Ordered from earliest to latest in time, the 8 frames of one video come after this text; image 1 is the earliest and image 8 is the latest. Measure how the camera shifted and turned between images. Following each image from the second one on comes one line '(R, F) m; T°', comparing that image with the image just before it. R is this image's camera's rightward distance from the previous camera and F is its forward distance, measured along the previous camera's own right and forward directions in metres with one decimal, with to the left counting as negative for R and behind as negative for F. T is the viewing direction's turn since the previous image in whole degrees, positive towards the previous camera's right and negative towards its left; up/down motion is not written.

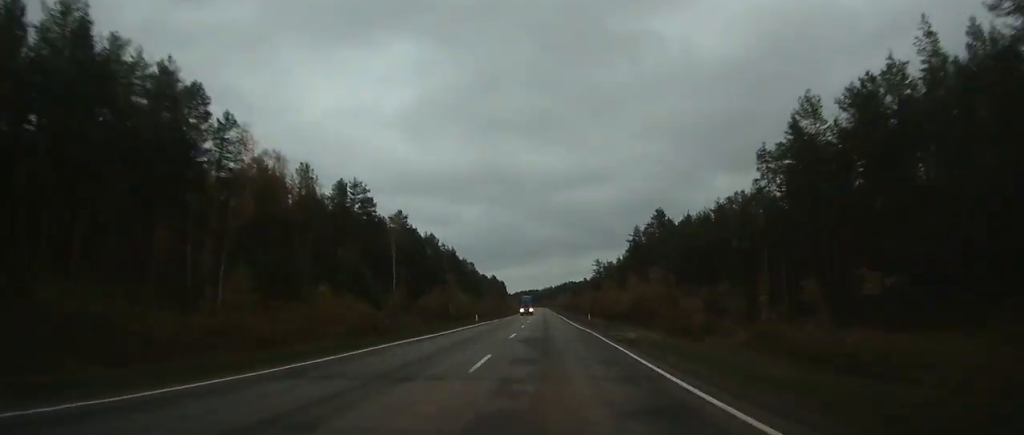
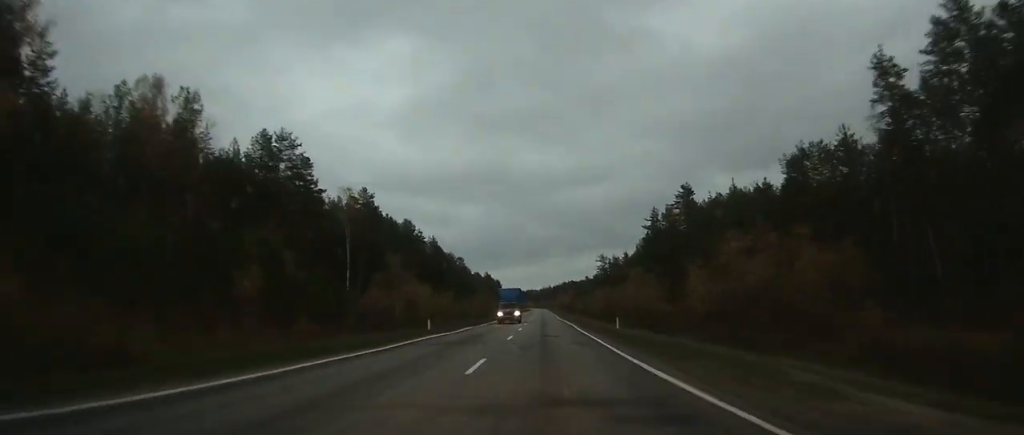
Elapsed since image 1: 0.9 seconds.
(0.0, +24.3) m; 0°
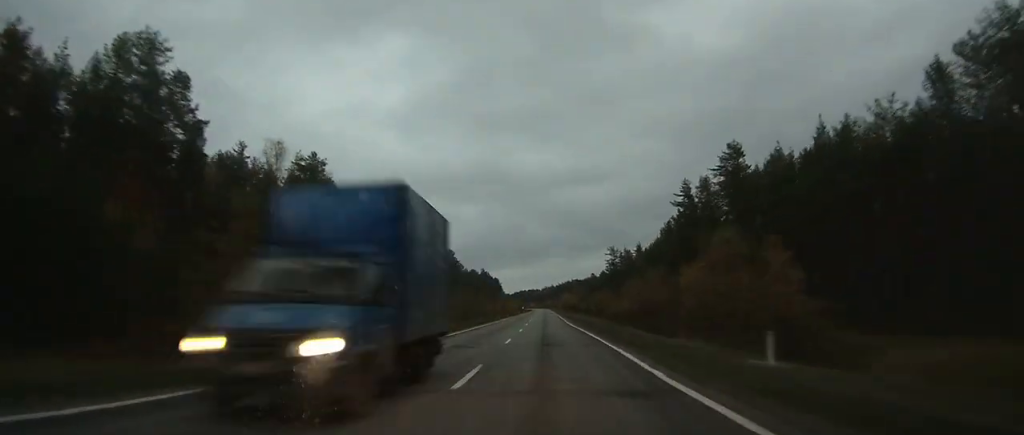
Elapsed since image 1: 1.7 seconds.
(-0.1, +24.4) m; 0°
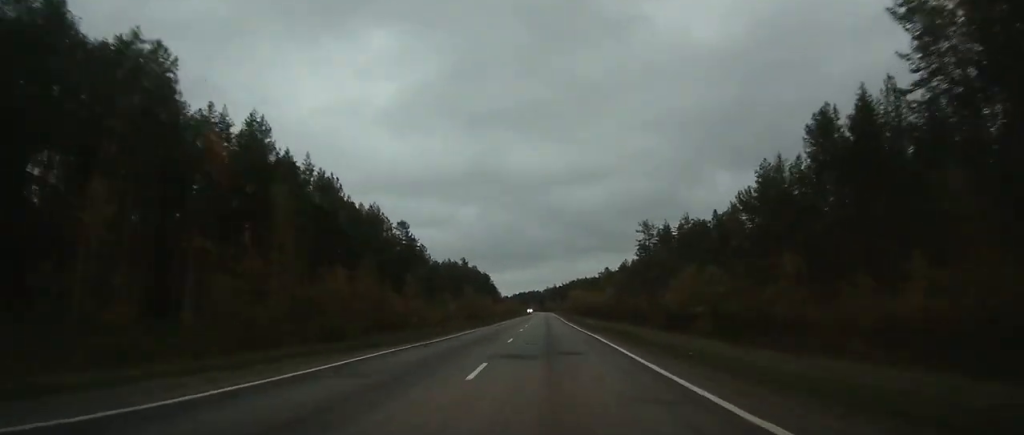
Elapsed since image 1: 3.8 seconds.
(+0.2, +62.4) m; 0°
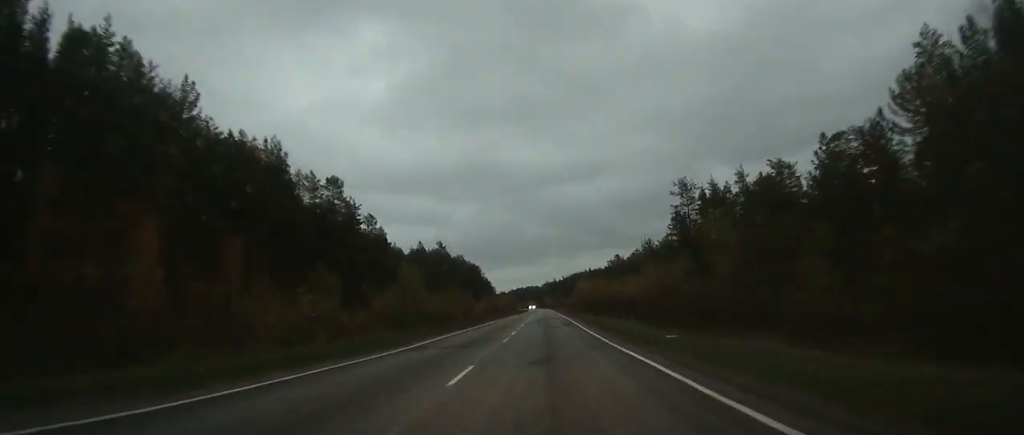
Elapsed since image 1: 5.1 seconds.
(0.0, +38.8) m; 0°
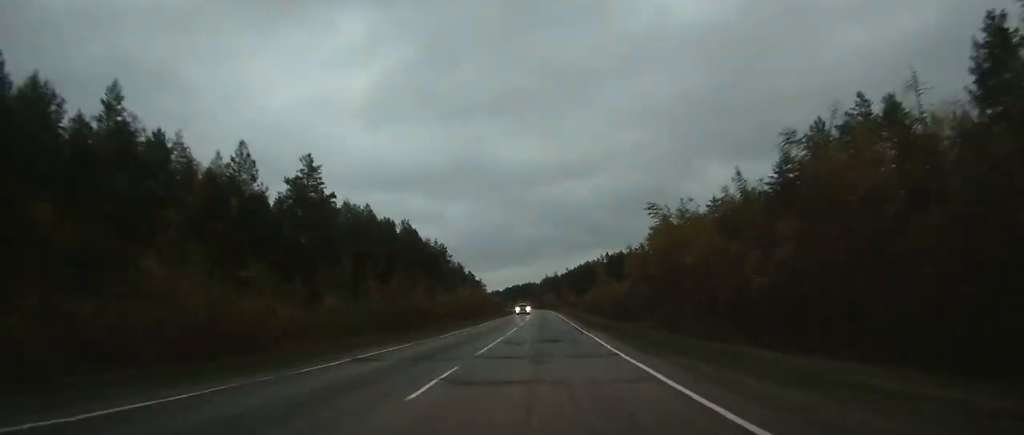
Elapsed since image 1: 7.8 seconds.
(-0.1, +81.5) m; 0°
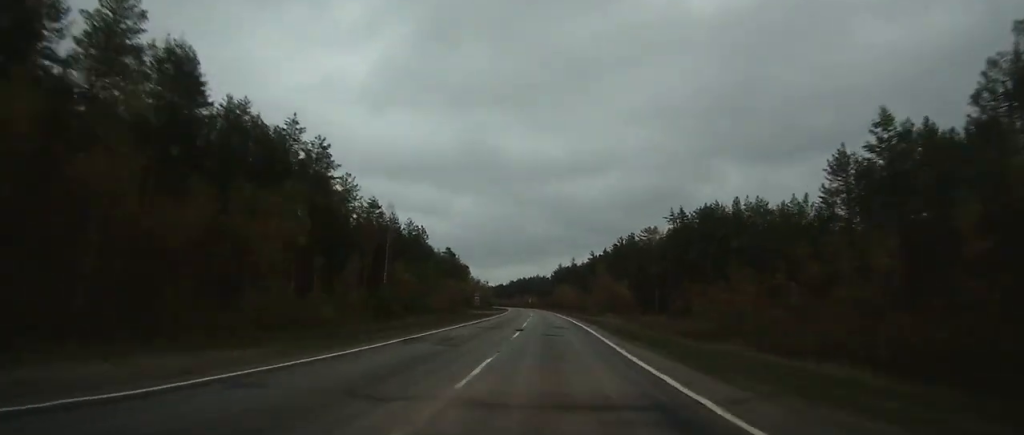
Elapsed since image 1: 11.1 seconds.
(-0.4, +91.1) m; -1°
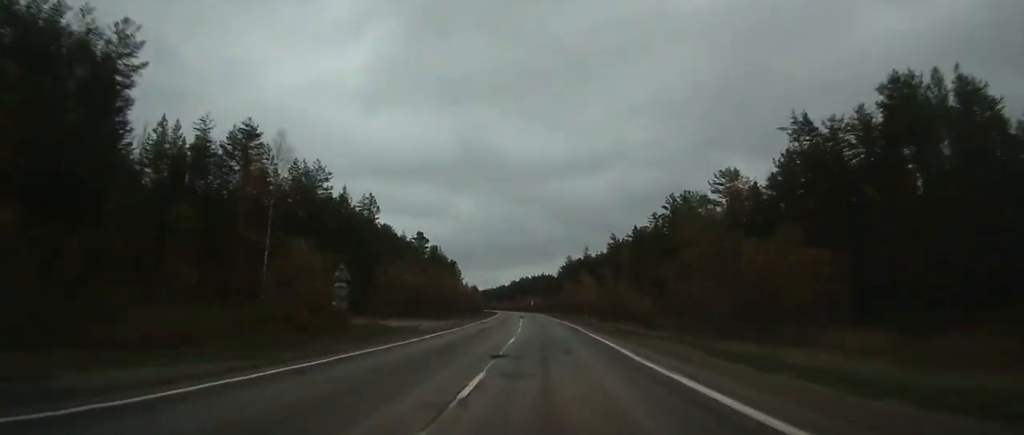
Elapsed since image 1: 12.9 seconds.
(-0.4, +50.9) m; -1°
